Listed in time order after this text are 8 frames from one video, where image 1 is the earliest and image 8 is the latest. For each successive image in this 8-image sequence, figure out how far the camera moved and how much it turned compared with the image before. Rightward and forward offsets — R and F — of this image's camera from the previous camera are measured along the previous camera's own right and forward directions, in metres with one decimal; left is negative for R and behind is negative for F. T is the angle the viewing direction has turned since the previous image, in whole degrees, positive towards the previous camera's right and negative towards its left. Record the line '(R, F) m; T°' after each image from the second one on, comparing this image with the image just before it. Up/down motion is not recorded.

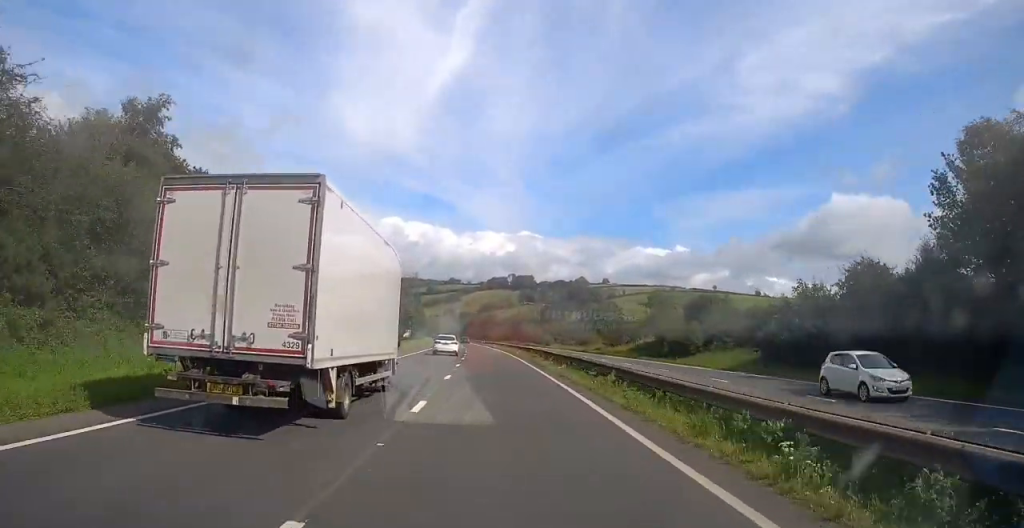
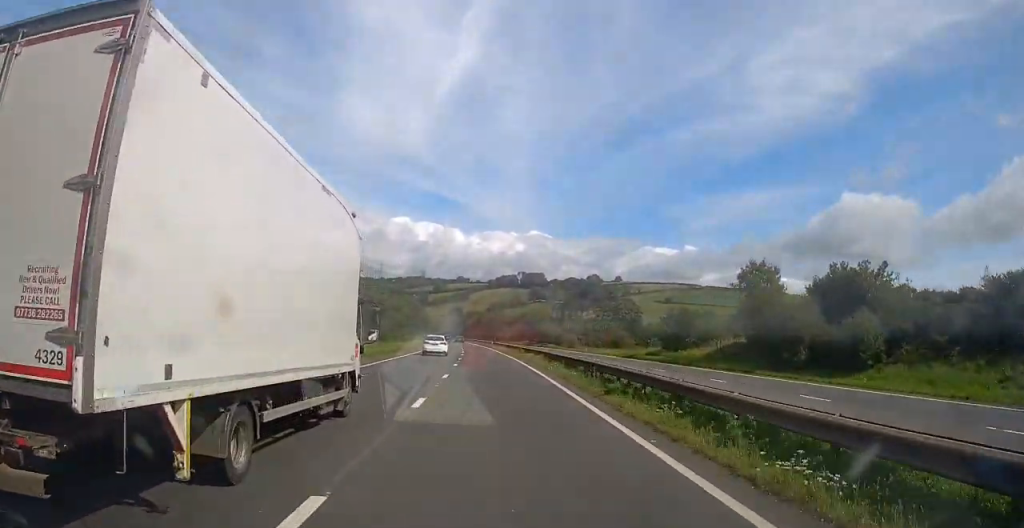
(-0.1, +26.8) m; 0°
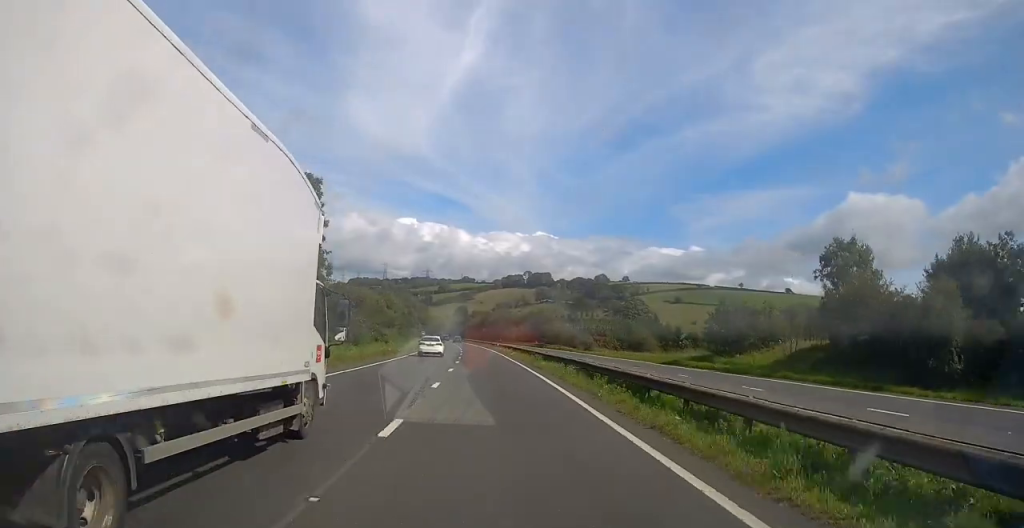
(+0.1, +13.0) m; 0°
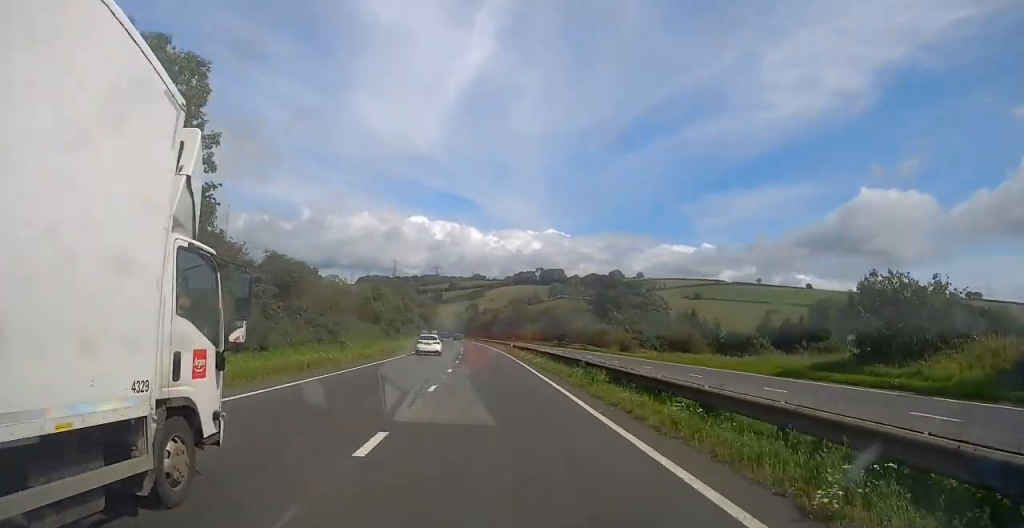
(-0.1, +20.0) m; -1°
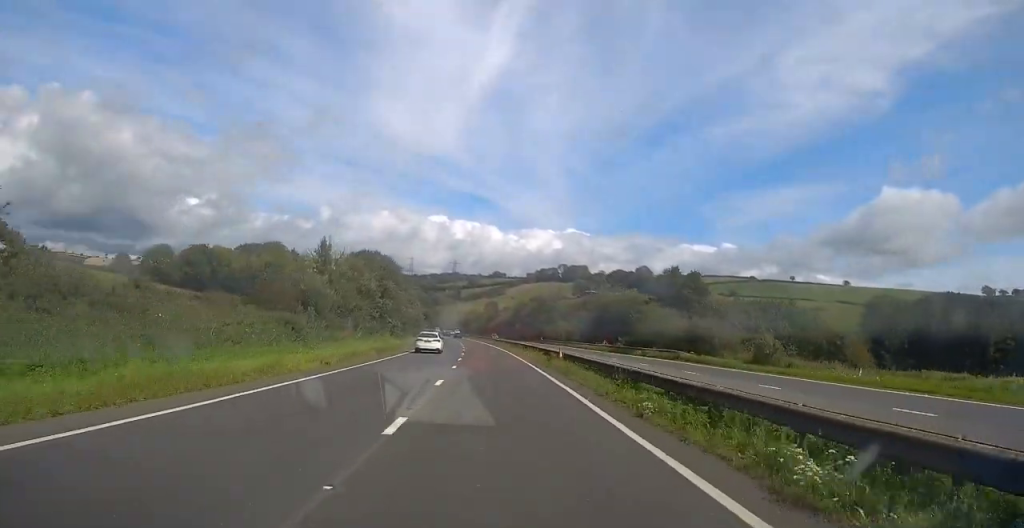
(-0.7, +35.2) m; -2°
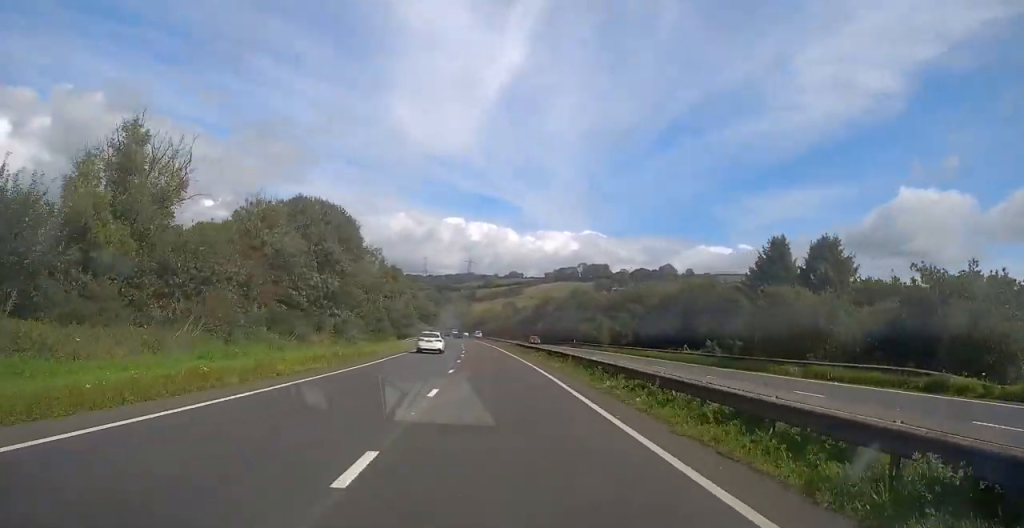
(-0.2, +30.2) m; -1°
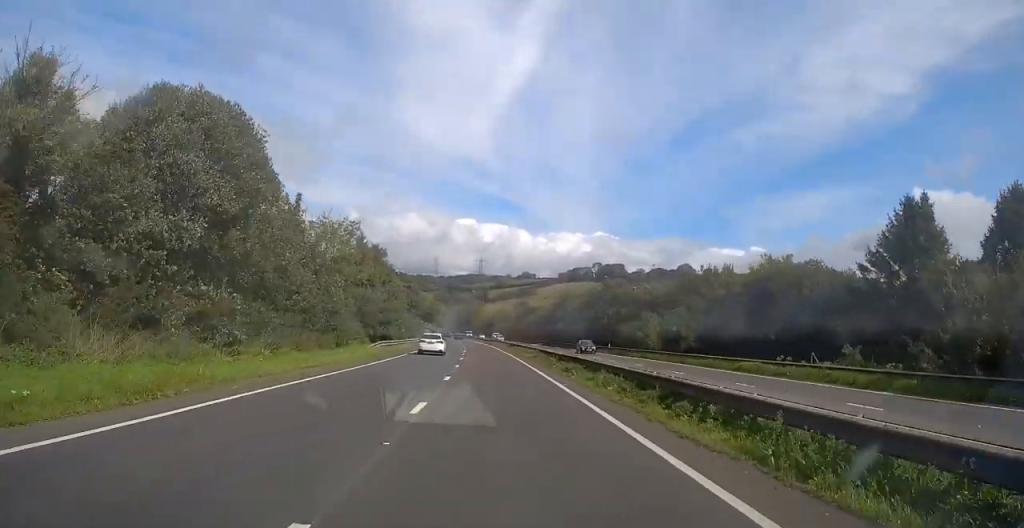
(0.0, +21.1) m; -1°
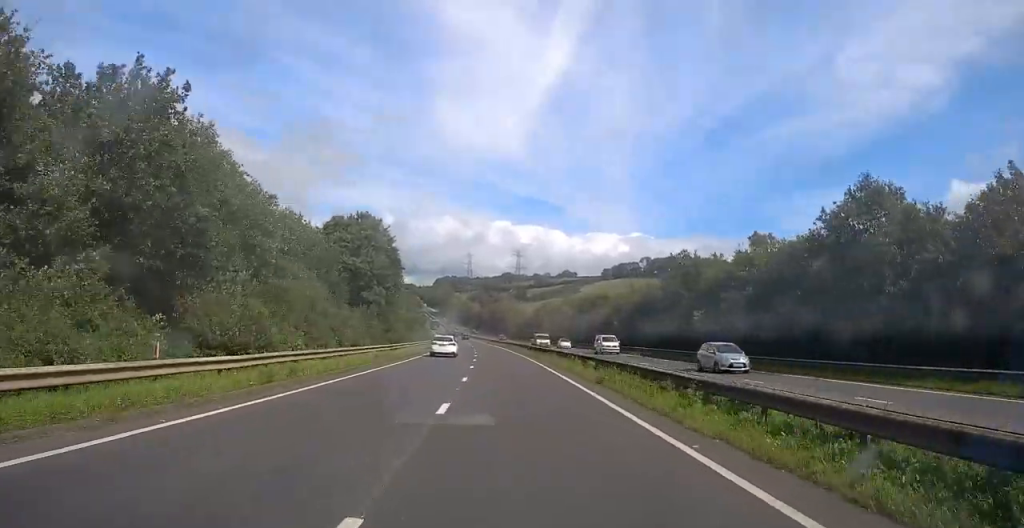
(-2.8, +62.6) m; -4°
